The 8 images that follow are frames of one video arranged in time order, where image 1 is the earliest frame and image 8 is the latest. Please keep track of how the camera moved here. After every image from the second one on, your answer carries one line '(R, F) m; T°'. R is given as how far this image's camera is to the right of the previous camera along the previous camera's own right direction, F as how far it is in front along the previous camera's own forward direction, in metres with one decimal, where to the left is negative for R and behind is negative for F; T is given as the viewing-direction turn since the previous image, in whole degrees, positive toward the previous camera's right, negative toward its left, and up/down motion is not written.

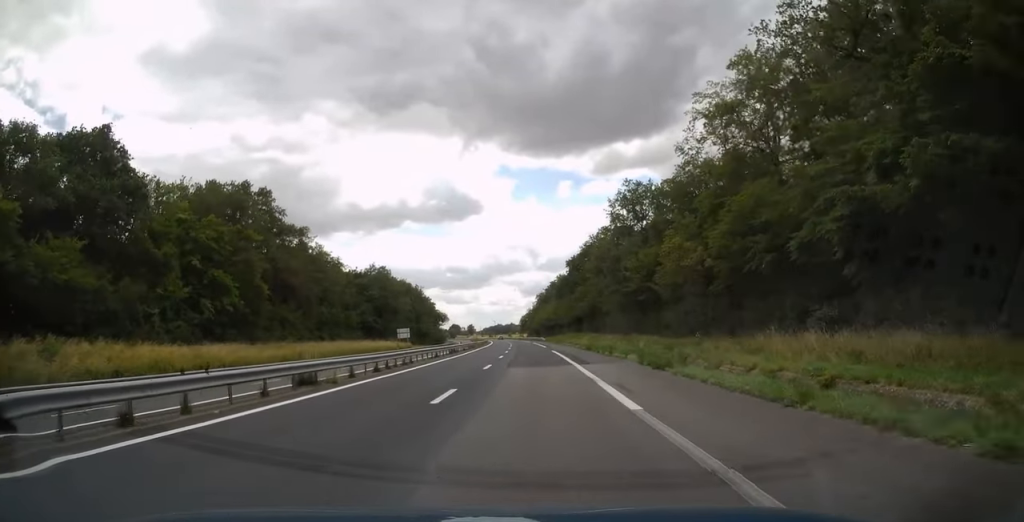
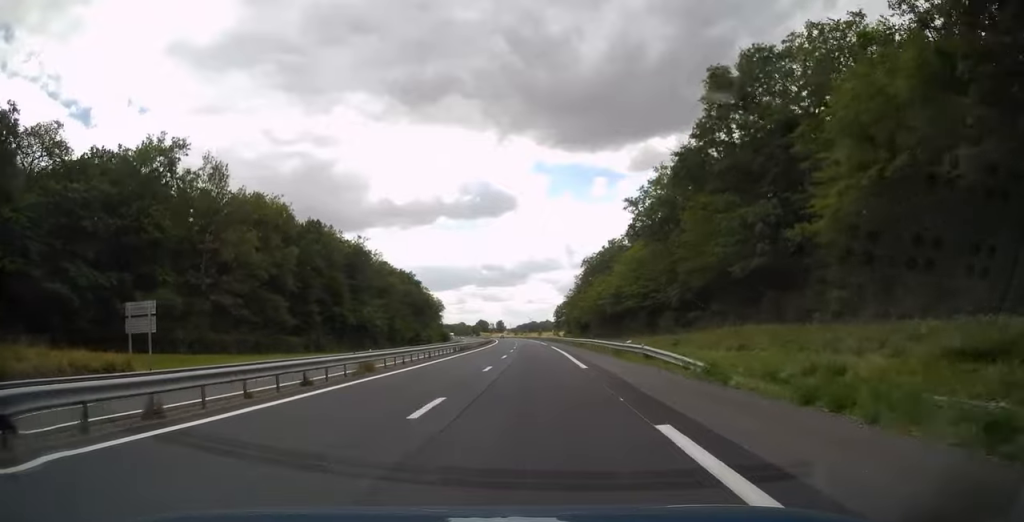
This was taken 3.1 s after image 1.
(-2.0, +91.5) m; -3°
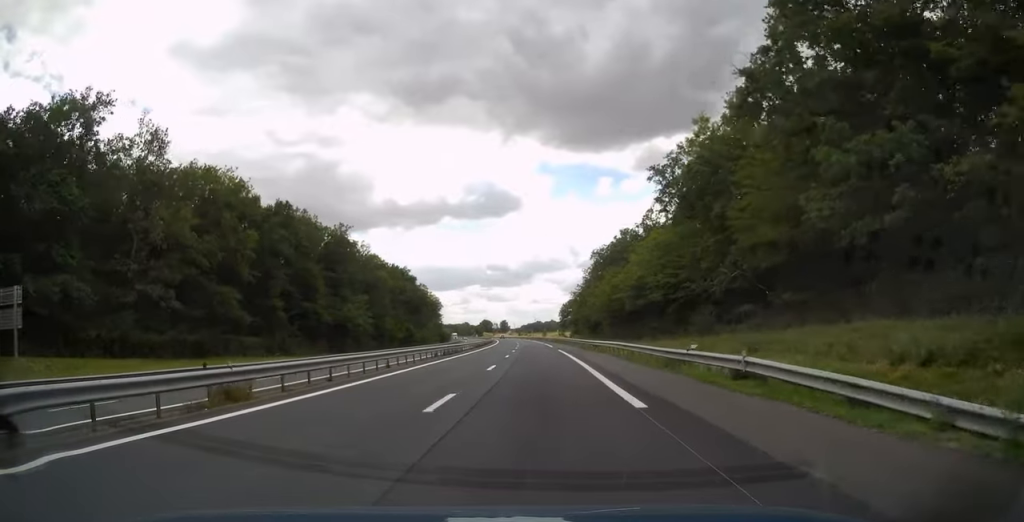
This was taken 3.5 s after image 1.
(-0.1, +11.9) m; -1°
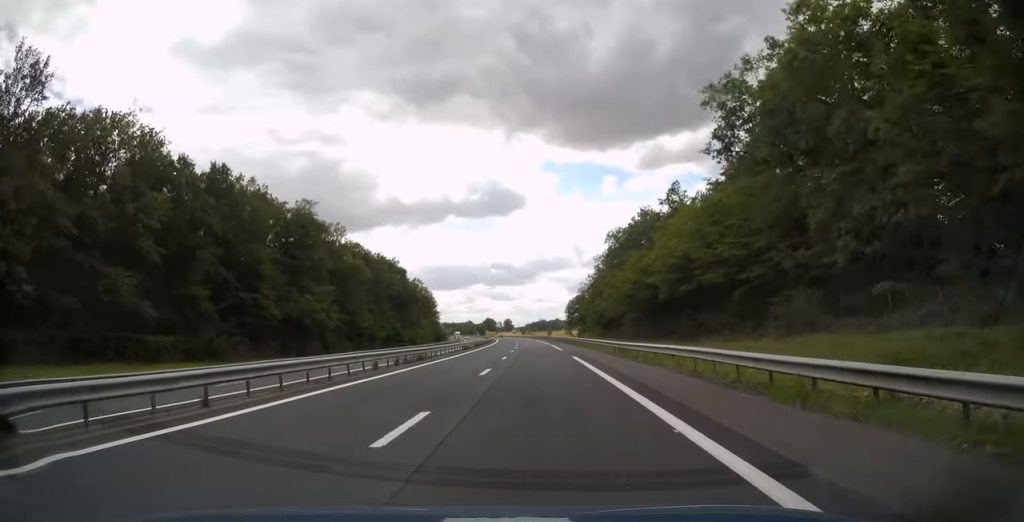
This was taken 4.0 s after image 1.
(0.0, +16.3) m; -1°
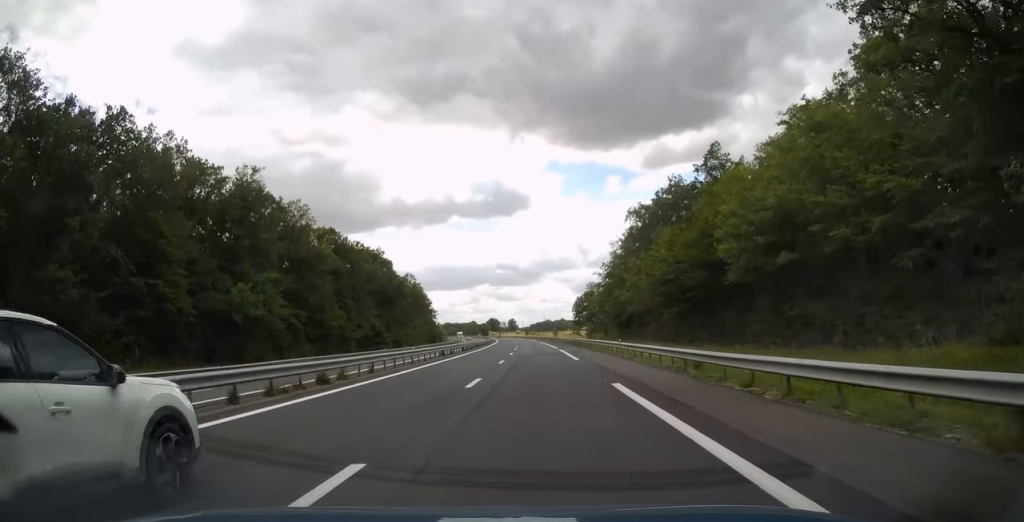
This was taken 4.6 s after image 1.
(-0.2, +16.7) m; -1°
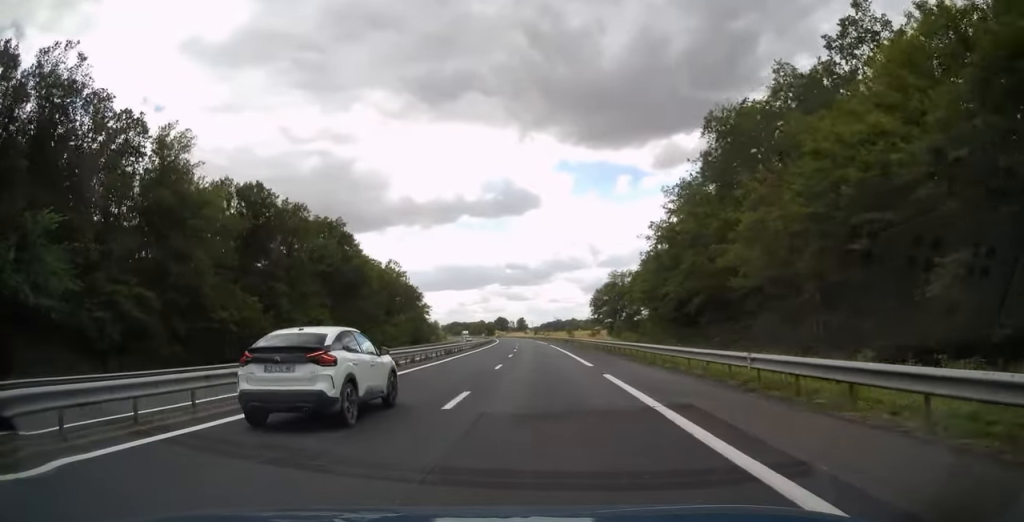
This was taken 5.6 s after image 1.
(-0.3, +30.0) m; -1°
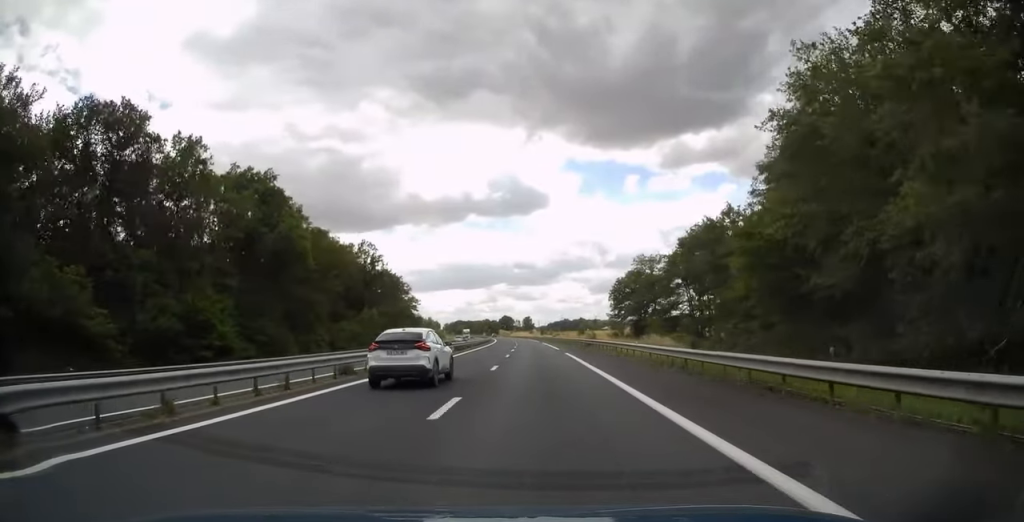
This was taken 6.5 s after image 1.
(-0.1, +27.0) m; 0°
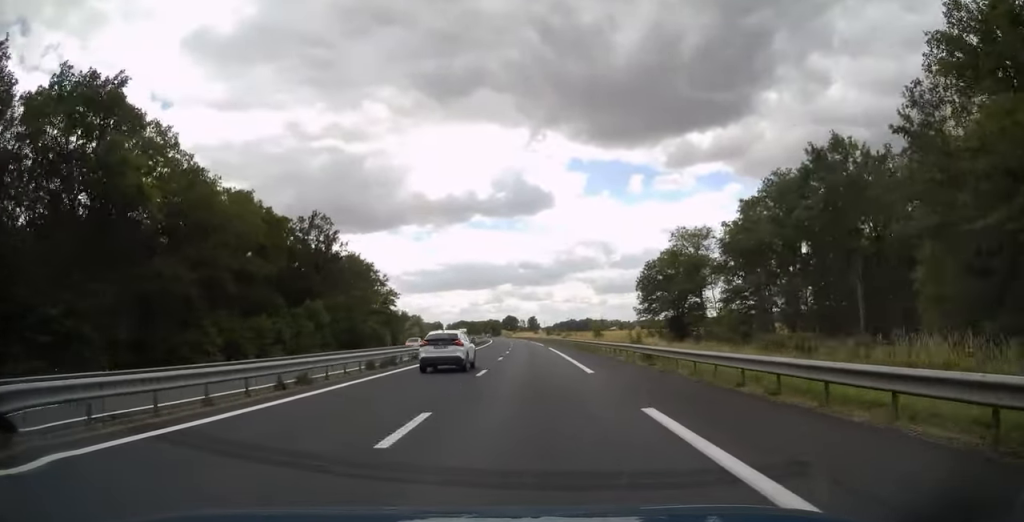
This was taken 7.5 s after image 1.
(-0.1, +27.9) m; -1°
